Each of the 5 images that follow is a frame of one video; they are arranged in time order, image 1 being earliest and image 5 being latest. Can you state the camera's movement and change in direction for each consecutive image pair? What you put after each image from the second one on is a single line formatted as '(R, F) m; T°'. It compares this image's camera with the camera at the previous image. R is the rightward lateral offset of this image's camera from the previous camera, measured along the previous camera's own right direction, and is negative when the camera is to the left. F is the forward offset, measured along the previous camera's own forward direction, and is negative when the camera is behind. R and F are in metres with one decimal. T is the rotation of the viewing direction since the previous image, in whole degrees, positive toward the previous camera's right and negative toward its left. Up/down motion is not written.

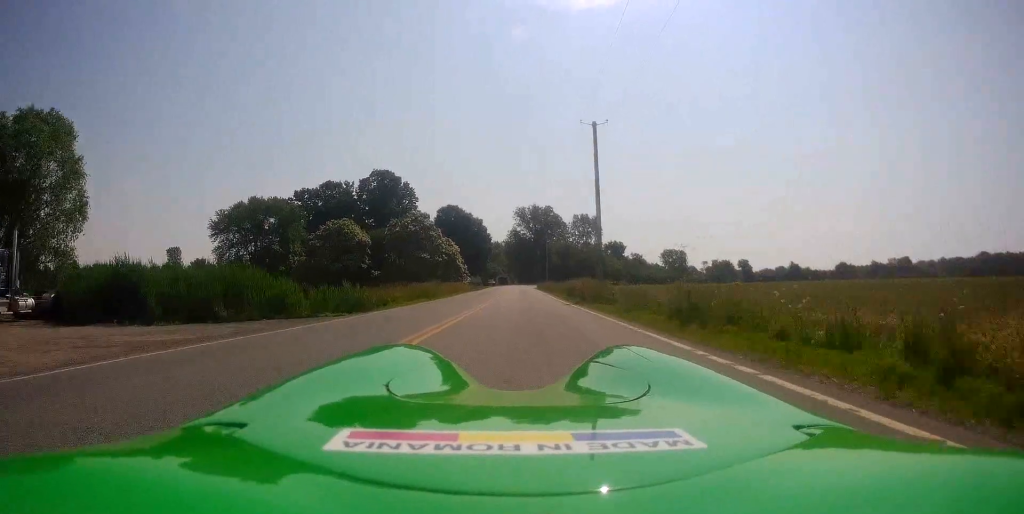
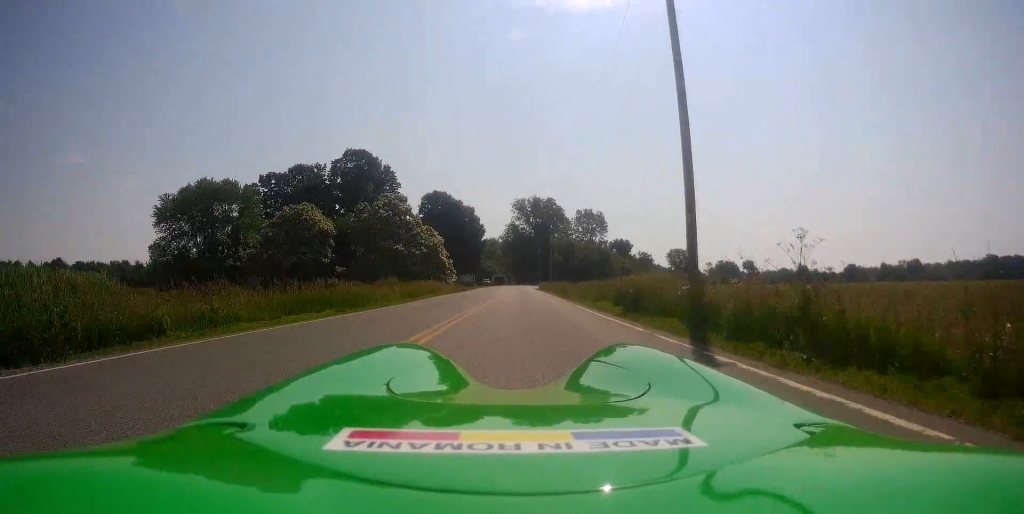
(+0.5, +17.4) m; +2°
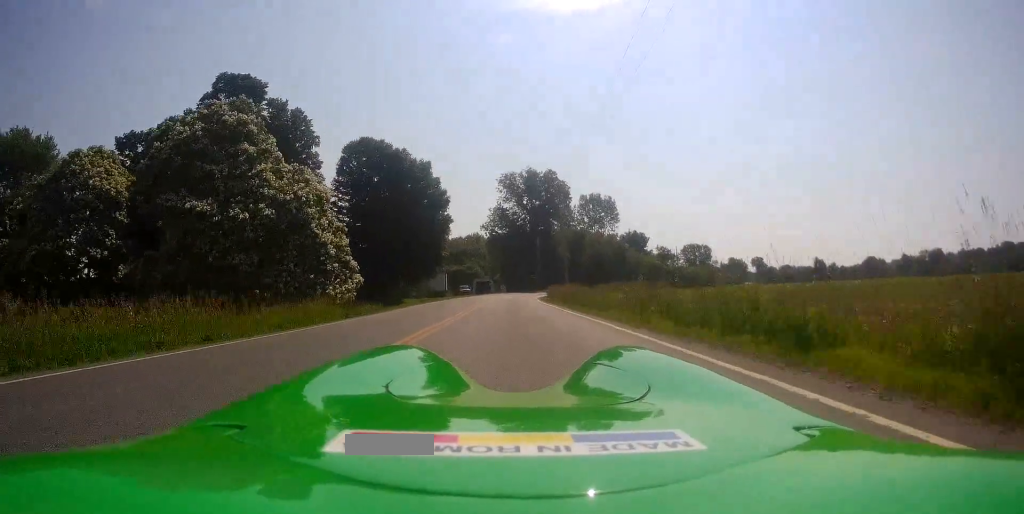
(0.0, +39.7) m; 0°
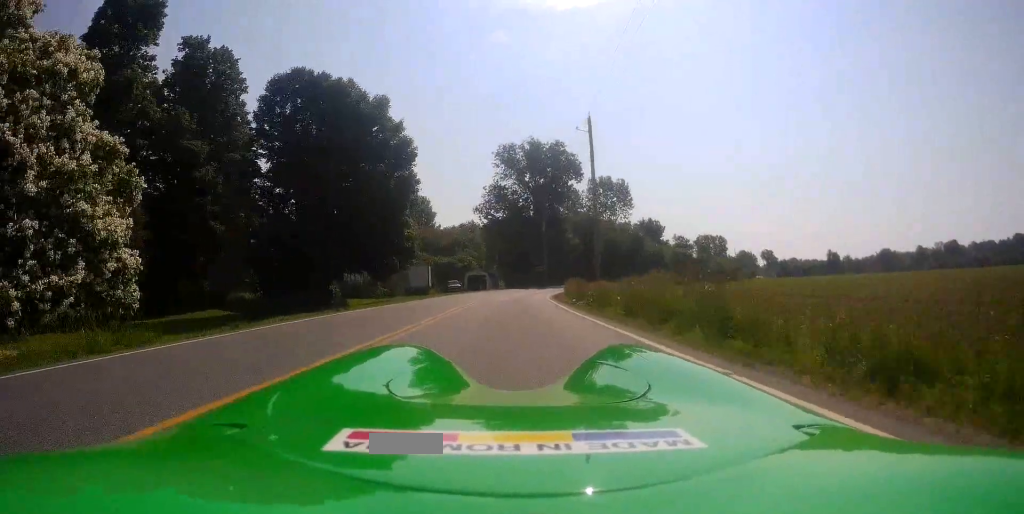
(-0.4, +19.0) m; -1°
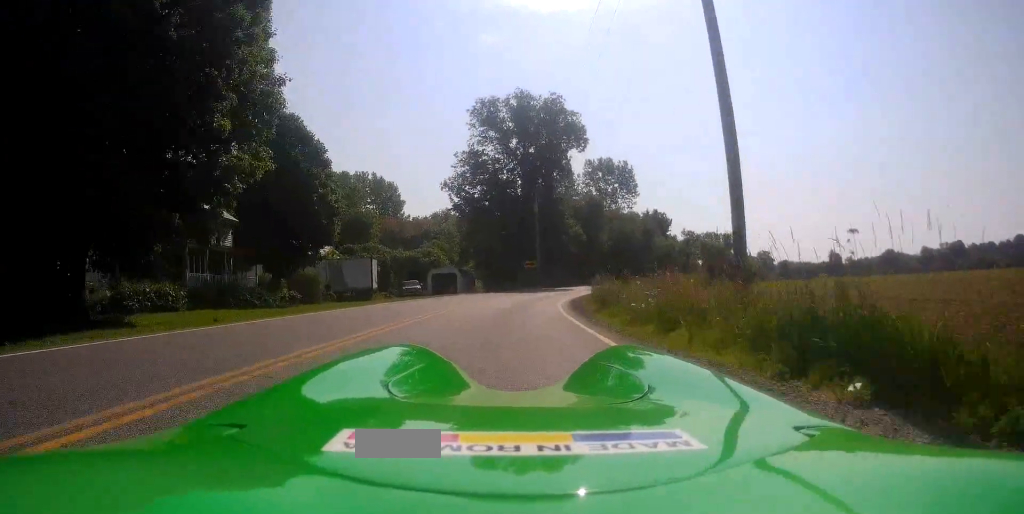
(+1.1, +22.0) m; +6°
